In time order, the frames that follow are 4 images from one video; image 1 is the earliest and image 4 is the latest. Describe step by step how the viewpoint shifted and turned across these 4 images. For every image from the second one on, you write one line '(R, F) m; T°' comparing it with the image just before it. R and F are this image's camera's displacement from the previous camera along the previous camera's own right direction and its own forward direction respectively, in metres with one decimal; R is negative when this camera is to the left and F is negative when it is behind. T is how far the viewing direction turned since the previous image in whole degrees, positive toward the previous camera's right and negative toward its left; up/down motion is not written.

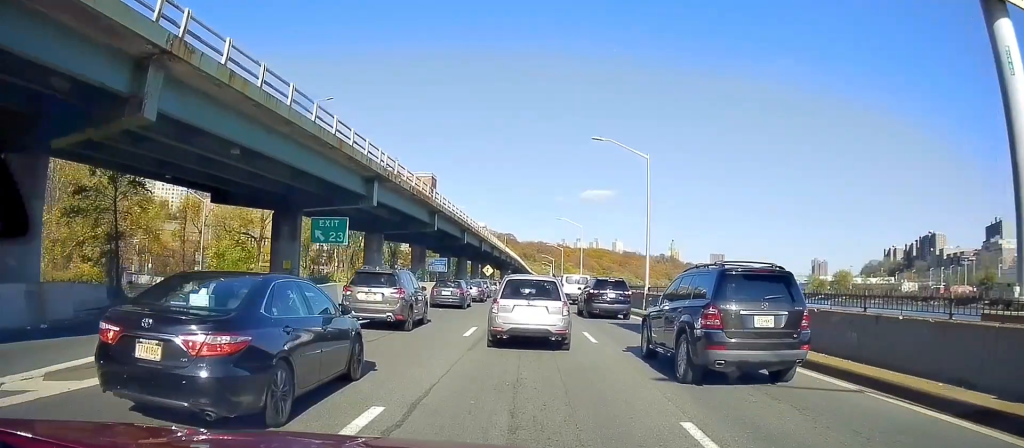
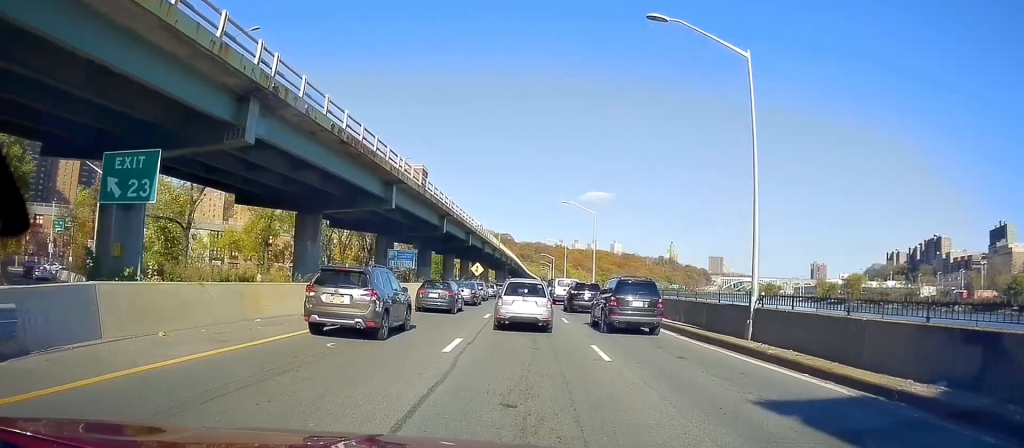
(-0.2, +16.3) m; -1°
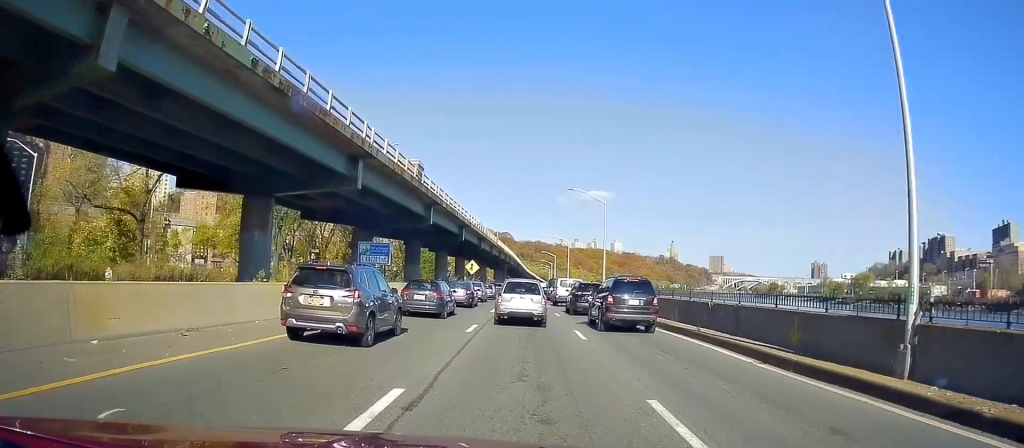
(-0.5, +6.0) m; -1°
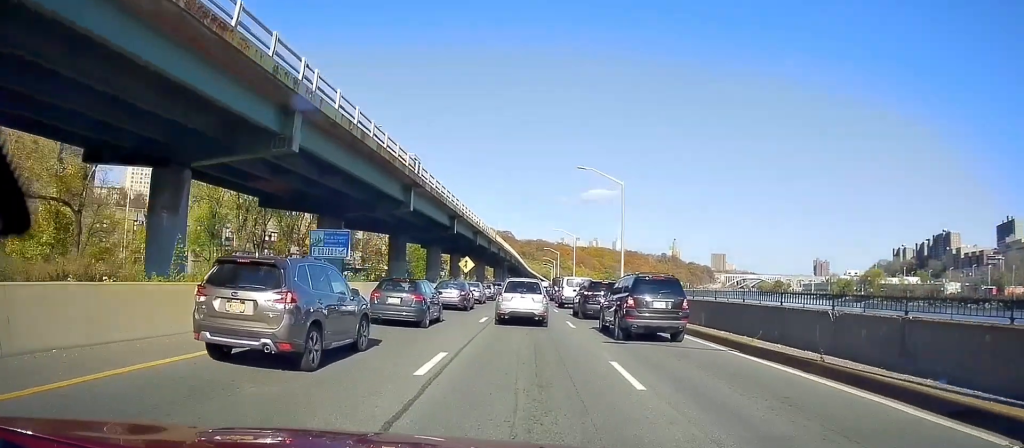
(+0.4, +7.1) m; 0°
